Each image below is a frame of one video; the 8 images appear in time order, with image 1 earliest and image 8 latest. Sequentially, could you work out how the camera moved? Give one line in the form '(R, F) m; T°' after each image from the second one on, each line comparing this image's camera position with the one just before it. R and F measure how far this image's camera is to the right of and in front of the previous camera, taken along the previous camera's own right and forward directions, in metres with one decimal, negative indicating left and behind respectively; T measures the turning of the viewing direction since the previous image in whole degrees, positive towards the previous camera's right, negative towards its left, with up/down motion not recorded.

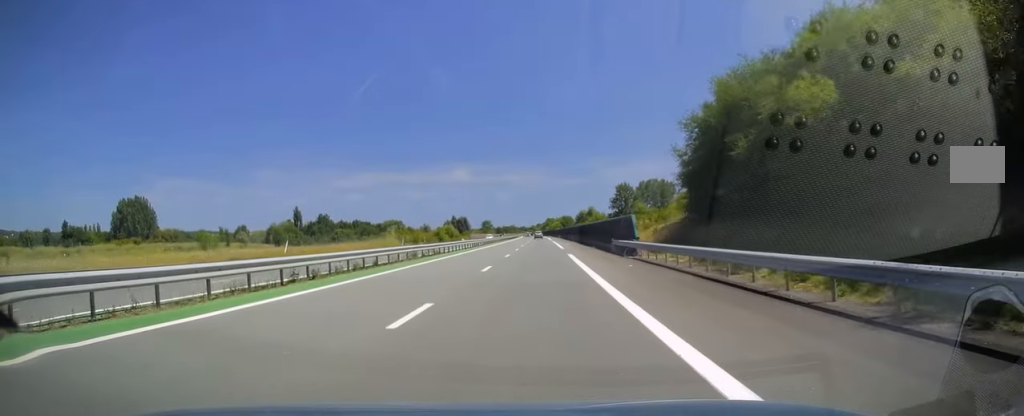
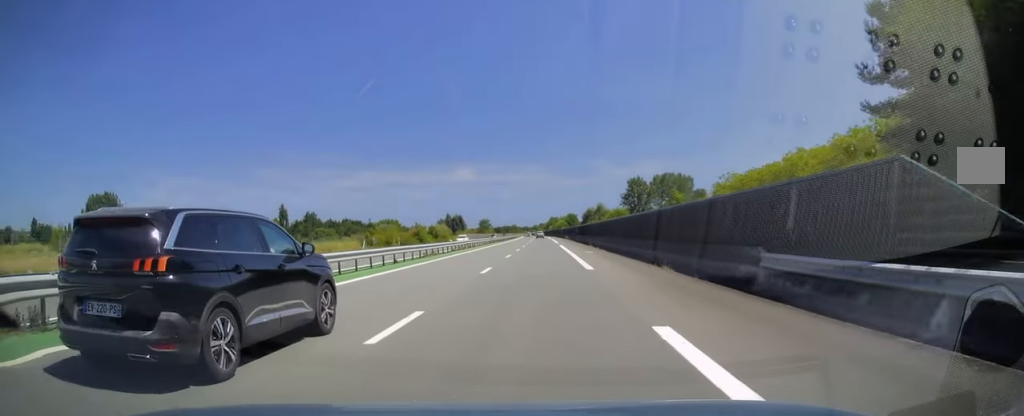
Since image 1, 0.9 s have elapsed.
(-0.3, +27.4) m; 0°
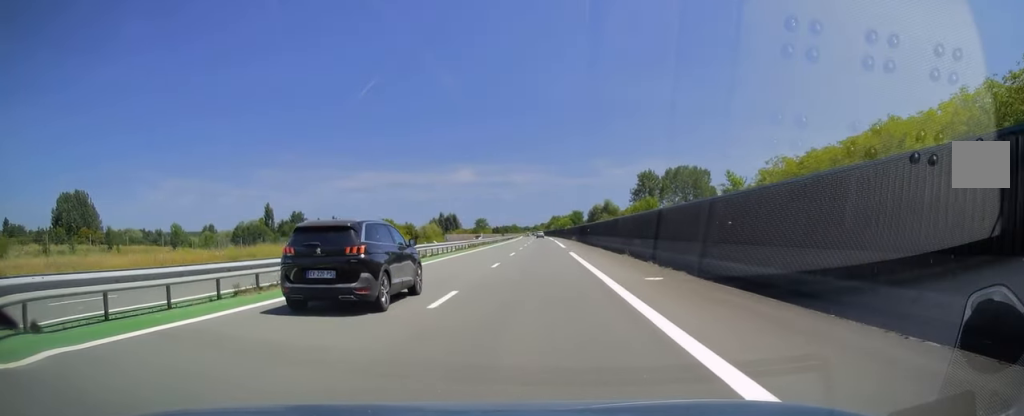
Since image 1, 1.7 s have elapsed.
(+0.1, +22.5) m; 0°
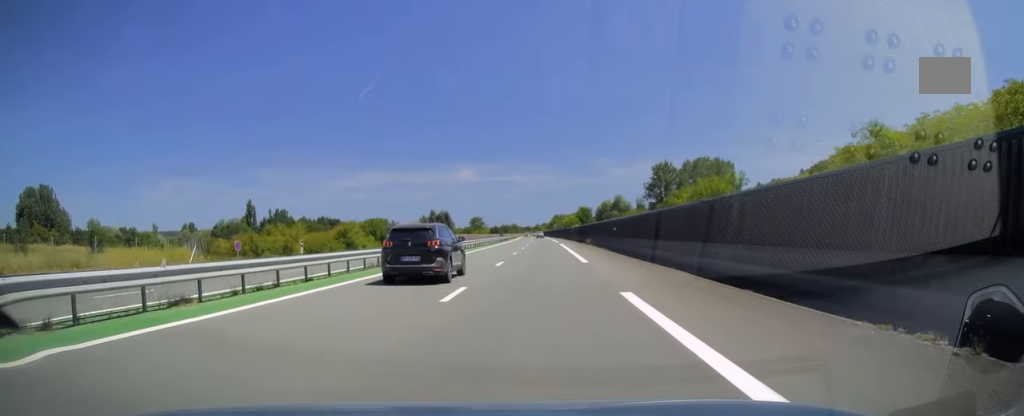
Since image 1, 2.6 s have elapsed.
(-0.1, +25.0) m; 0°
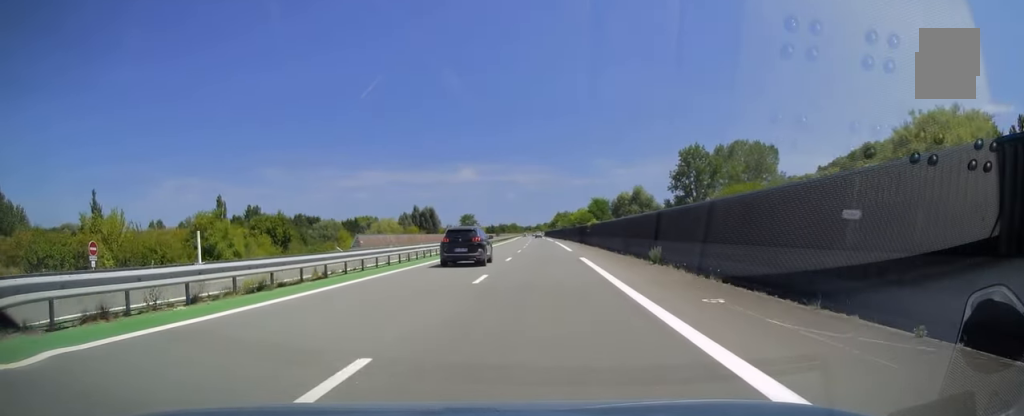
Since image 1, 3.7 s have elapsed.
(0.0, +34.7) m; 0°
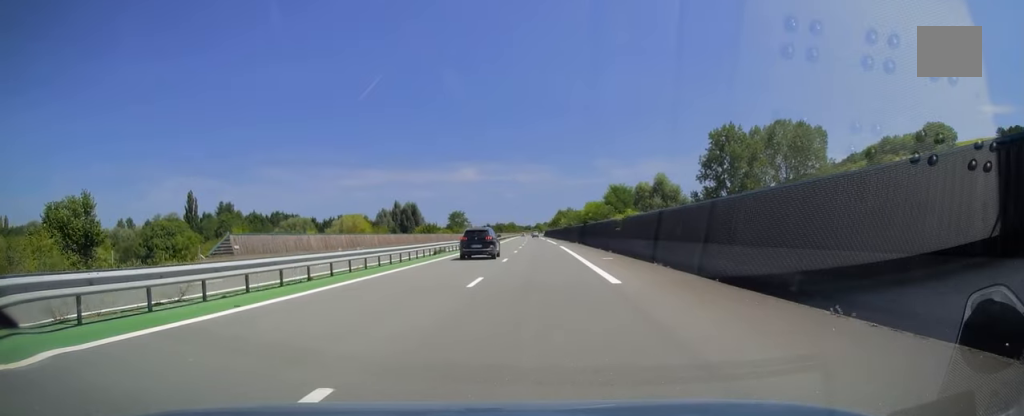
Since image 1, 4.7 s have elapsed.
(-0.1, +27.4) m; 0°
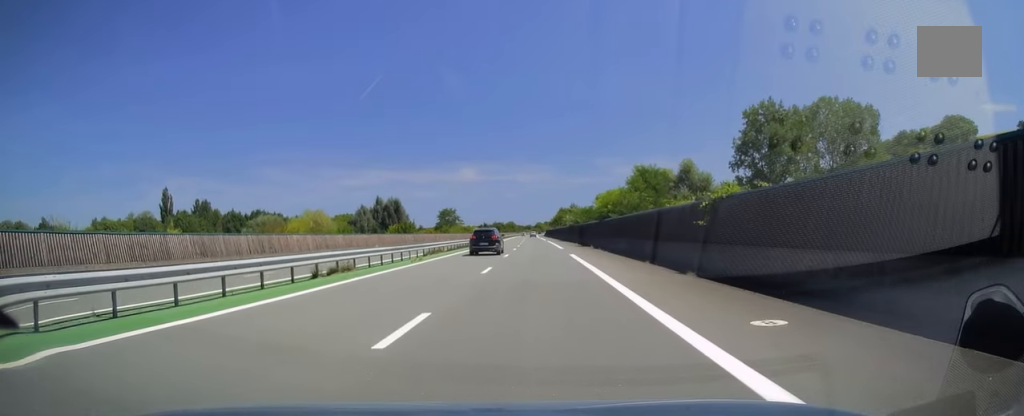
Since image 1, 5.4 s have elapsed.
(-0.1, +21.0) m; 0°
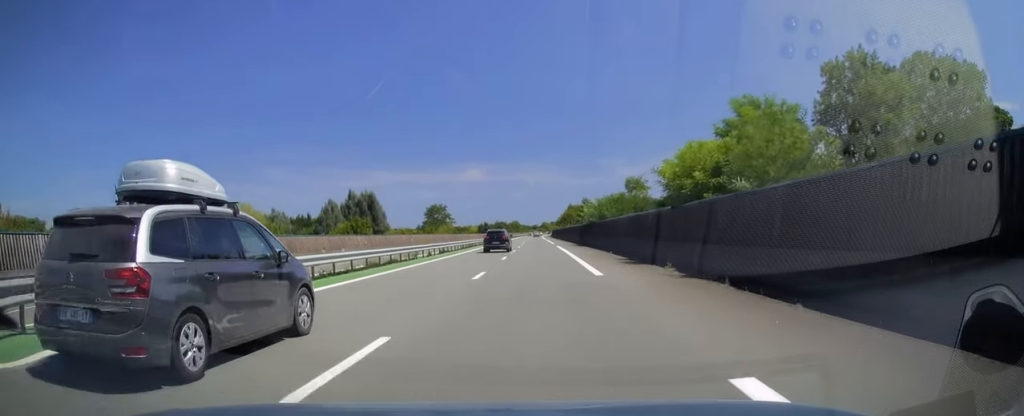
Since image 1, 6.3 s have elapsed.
(+0.1, +28.3) m; 0°
